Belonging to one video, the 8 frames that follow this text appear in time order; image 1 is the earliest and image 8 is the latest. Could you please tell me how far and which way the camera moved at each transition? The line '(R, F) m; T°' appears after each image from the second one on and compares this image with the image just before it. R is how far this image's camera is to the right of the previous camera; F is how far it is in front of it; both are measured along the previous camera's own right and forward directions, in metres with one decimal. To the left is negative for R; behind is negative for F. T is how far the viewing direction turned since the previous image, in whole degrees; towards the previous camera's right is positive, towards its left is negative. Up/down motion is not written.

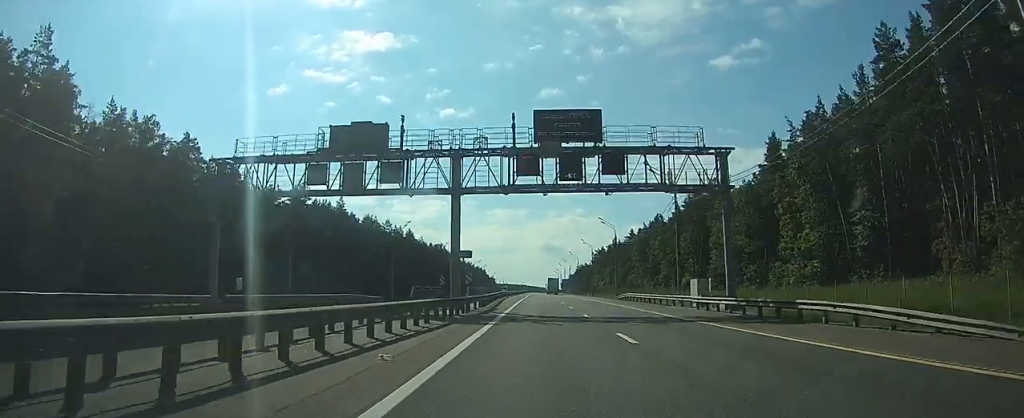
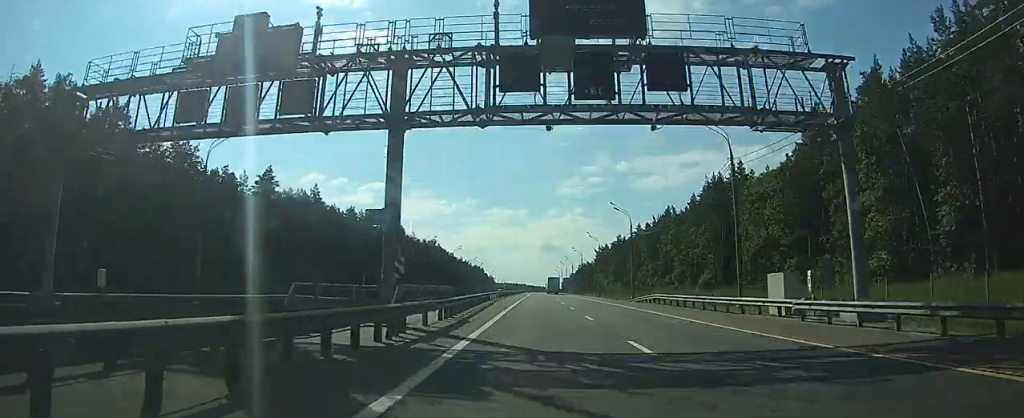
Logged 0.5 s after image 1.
(0.0, +14.3) m; 0°
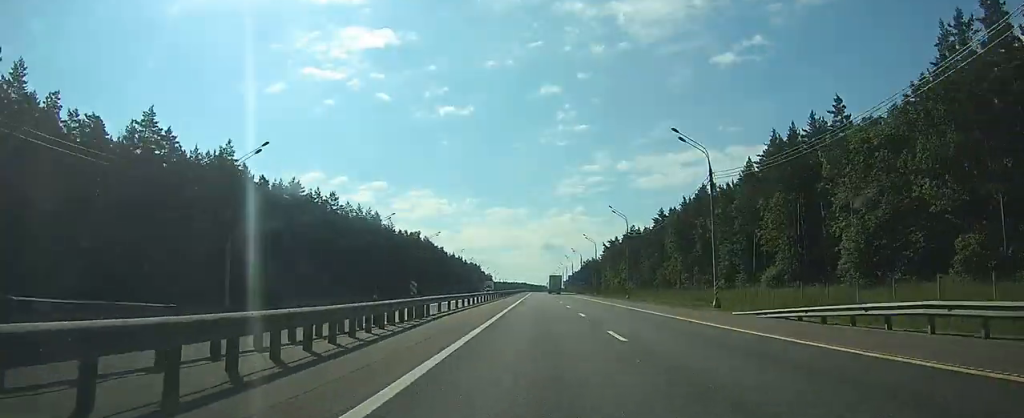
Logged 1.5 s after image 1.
(0.0, +32.7) m; 0°
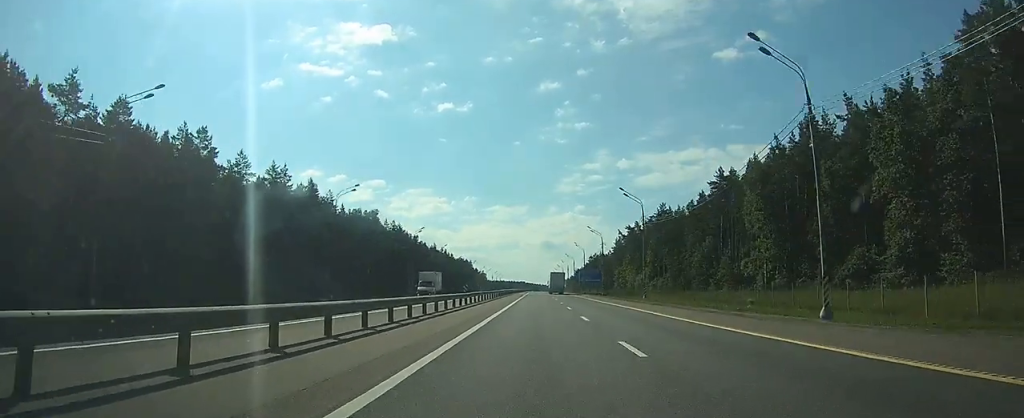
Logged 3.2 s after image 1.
(0.0, +51.1) m; 0°
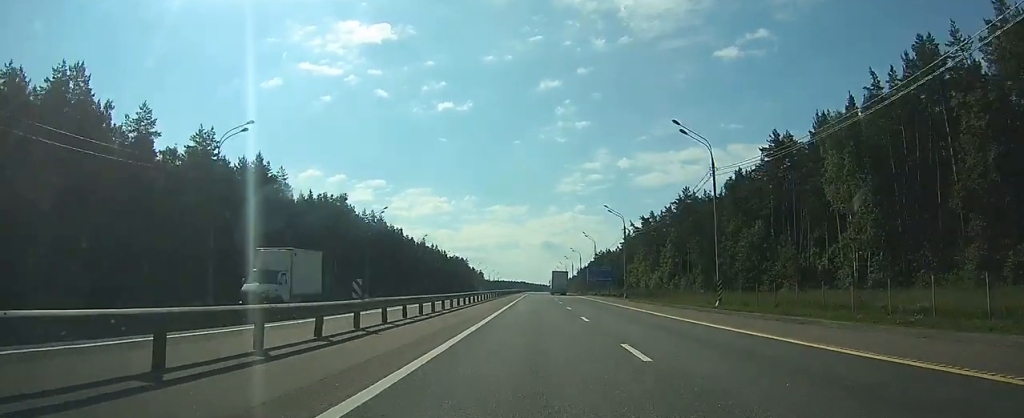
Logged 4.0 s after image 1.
(-0.1, +24.5) m; 0°
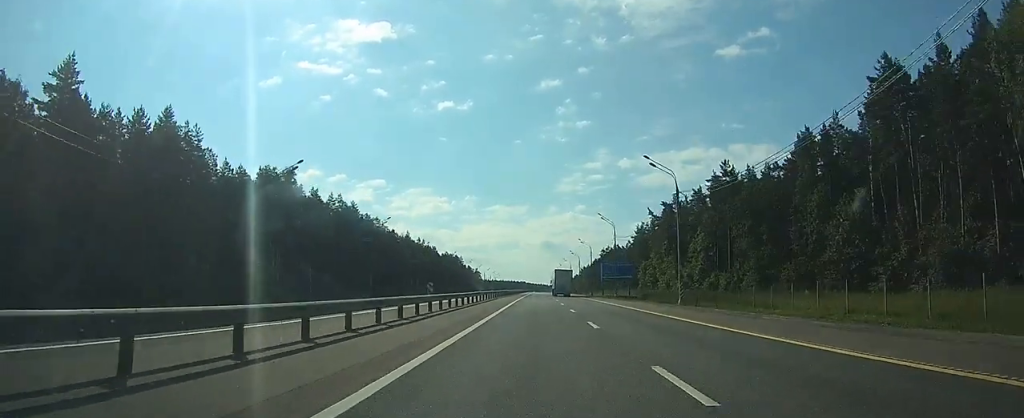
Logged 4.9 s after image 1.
(0.0, +27.5) m; 0°
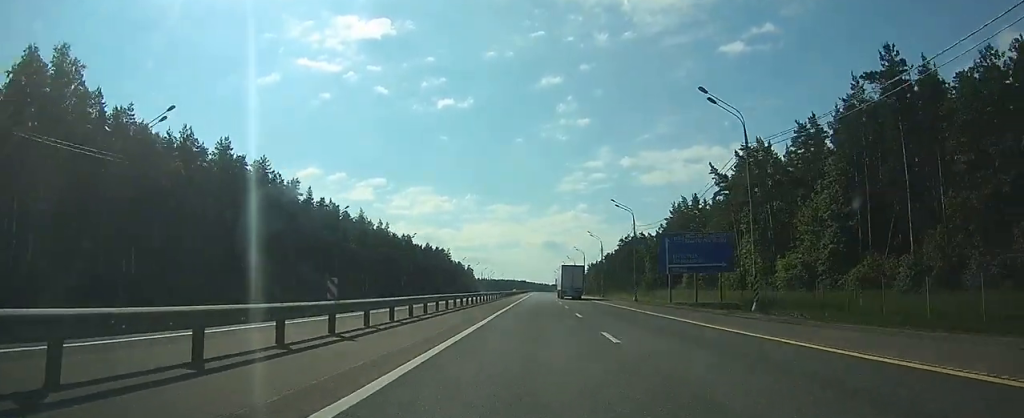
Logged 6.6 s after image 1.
(0.0, +51.9) m; 0°
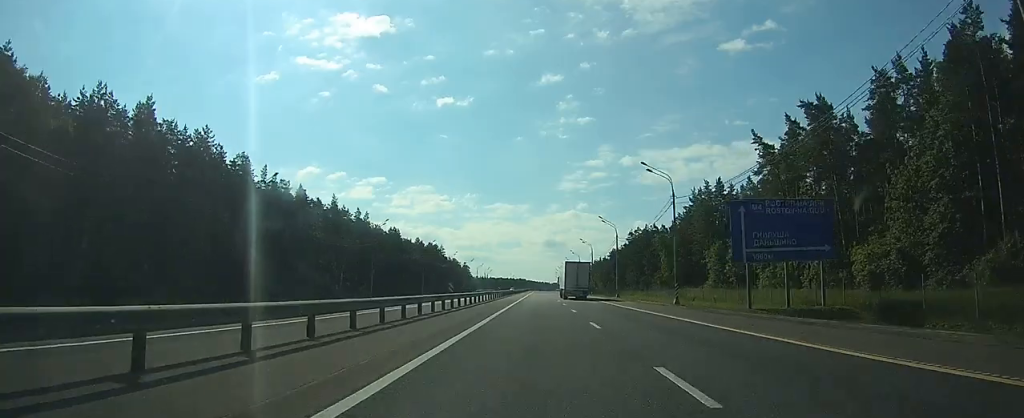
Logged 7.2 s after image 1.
(-0.1, +19.3) m; 0°
